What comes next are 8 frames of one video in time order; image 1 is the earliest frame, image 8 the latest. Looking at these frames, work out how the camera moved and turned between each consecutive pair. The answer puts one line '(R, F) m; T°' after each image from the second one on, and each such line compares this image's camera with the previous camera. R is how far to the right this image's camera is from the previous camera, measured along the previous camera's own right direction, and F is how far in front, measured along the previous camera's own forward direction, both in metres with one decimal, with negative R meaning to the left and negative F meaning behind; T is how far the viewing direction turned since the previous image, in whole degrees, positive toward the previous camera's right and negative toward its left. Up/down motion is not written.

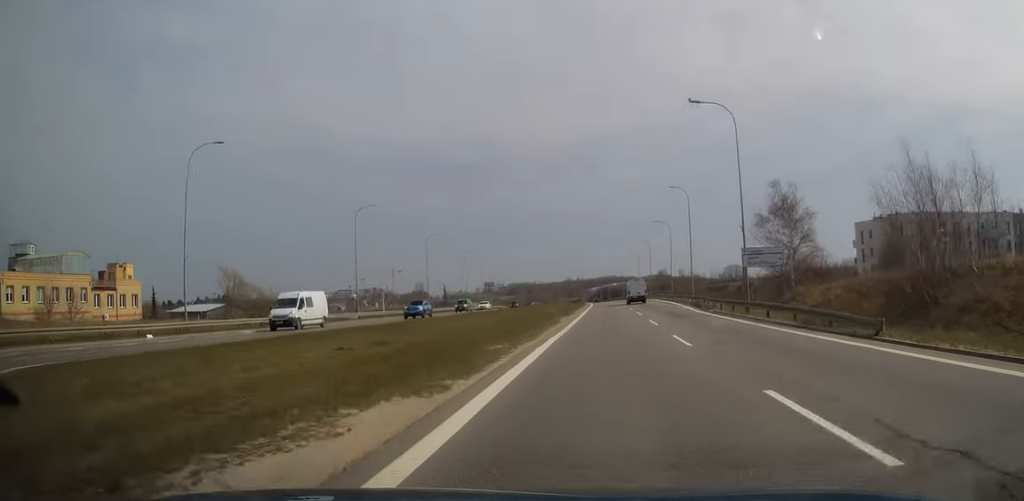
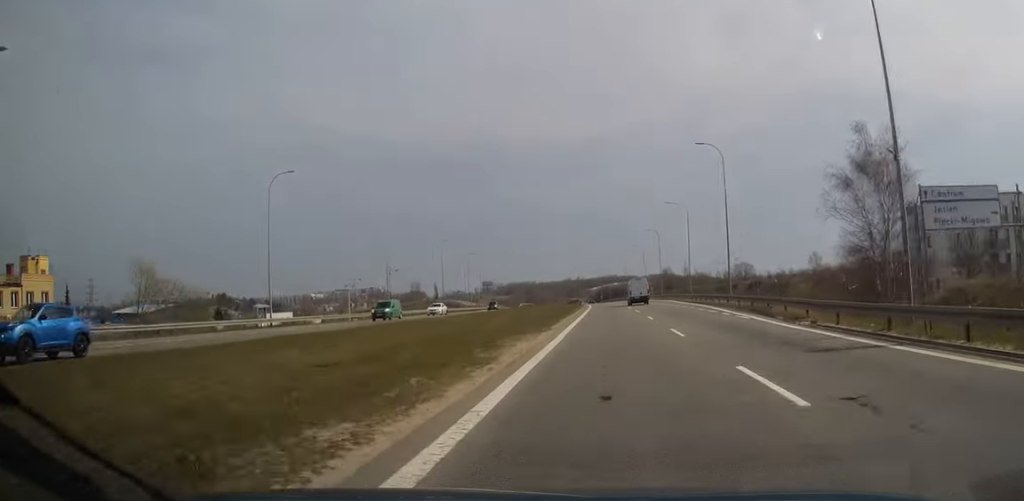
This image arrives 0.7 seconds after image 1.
(+0.1, +20.5) m; 0°
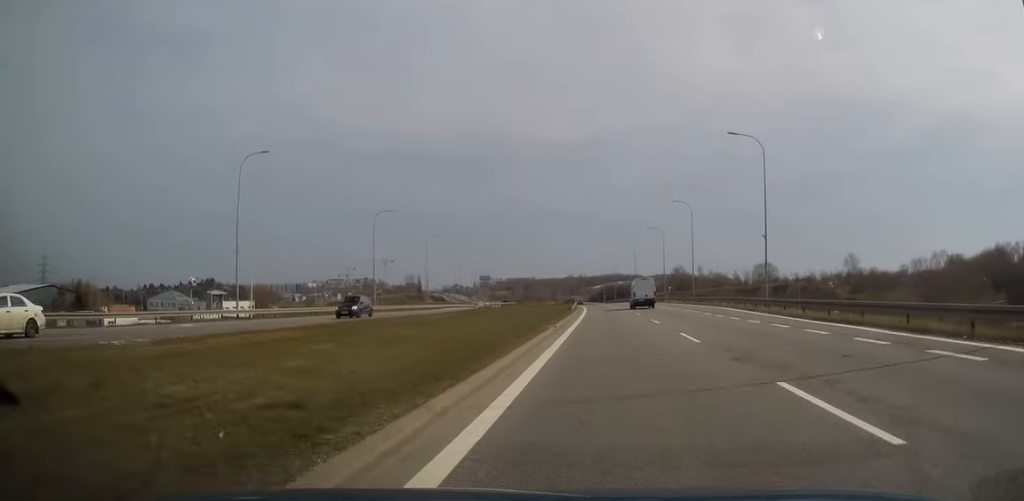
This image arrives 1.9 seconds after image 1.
(-0.3, +37.5) m; 0°
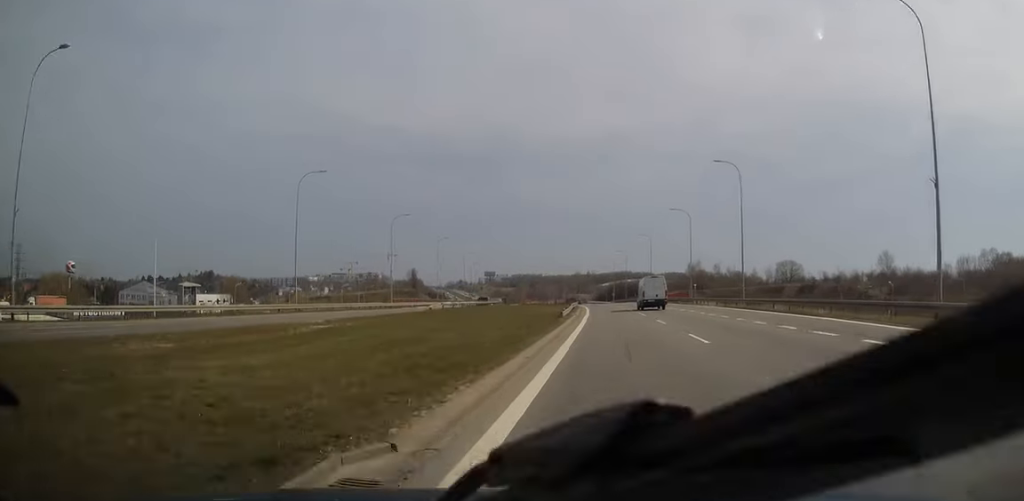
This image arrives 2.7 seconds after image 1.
(+0.3, +23.5) m; 0°
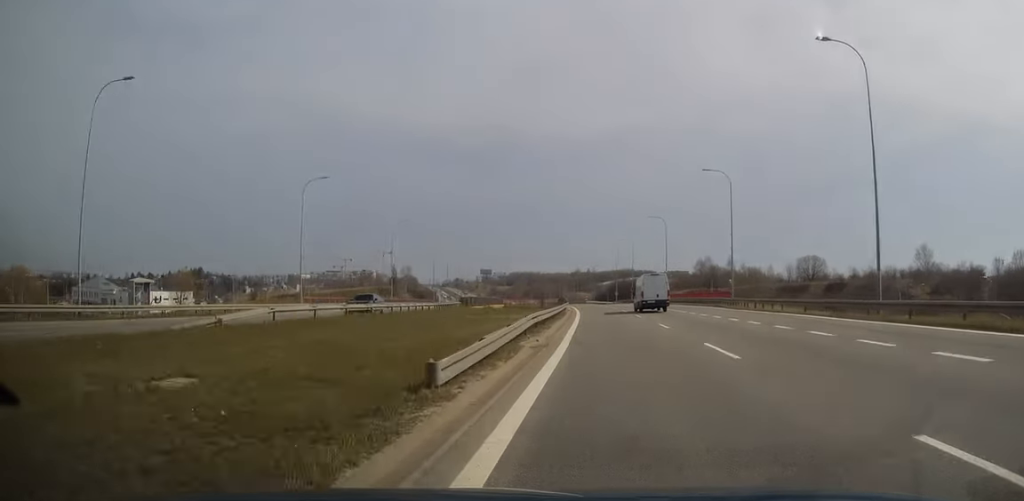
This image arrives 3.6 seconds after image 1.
(-0.4, +27.6) m; -1°
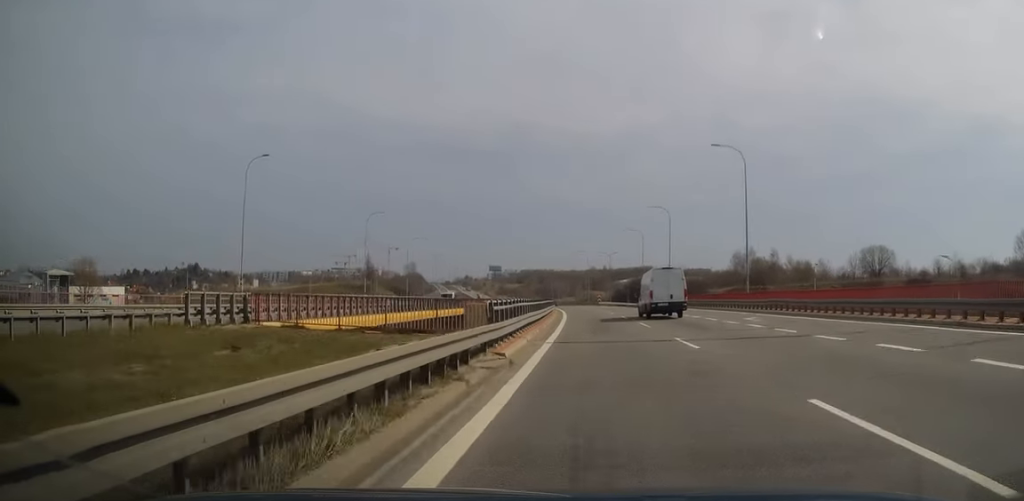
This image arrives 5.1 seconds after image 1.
(-0.4, +45.4) m; -2°
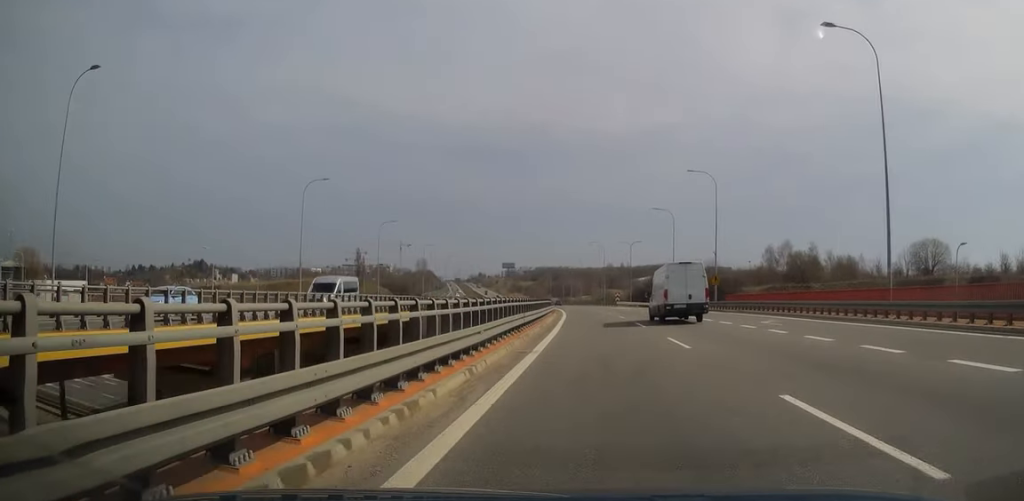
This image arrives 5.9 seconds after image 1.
(-0.2, +23.2) m; -1°
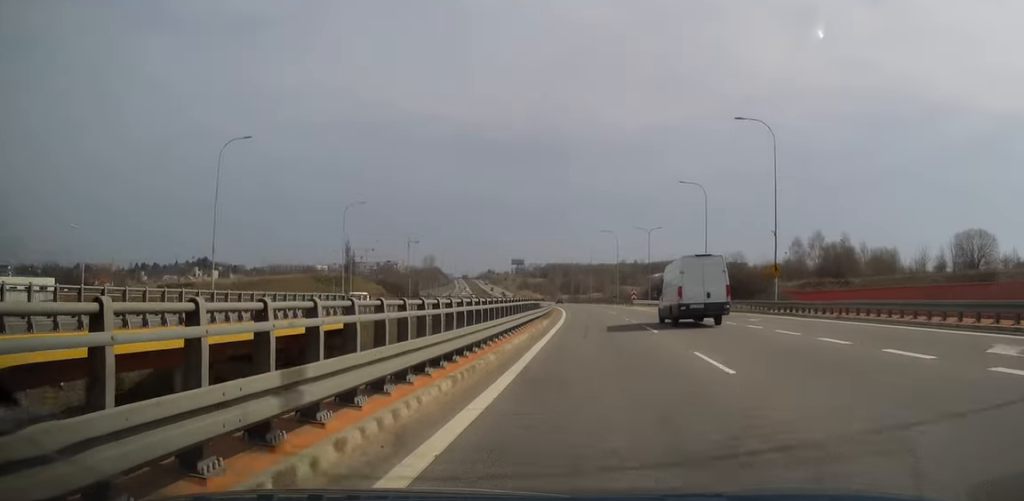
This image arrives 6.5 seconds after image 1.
(-0.1, +17.2) m; -1°
